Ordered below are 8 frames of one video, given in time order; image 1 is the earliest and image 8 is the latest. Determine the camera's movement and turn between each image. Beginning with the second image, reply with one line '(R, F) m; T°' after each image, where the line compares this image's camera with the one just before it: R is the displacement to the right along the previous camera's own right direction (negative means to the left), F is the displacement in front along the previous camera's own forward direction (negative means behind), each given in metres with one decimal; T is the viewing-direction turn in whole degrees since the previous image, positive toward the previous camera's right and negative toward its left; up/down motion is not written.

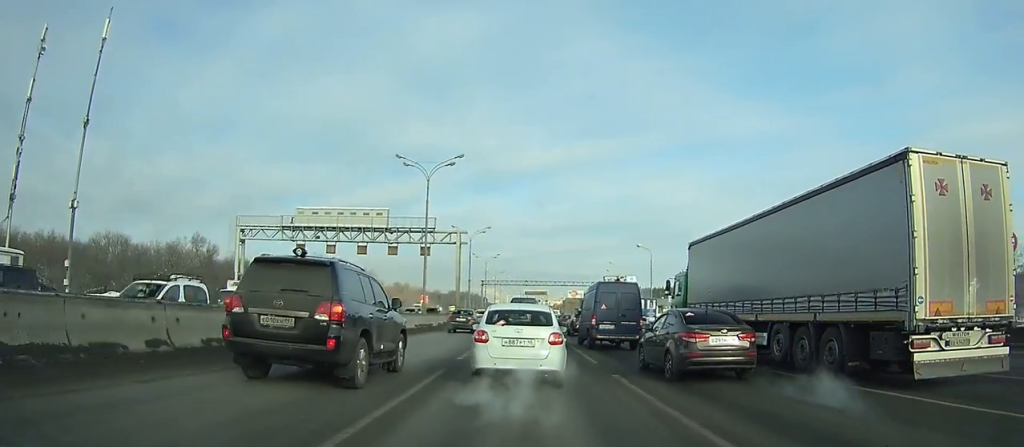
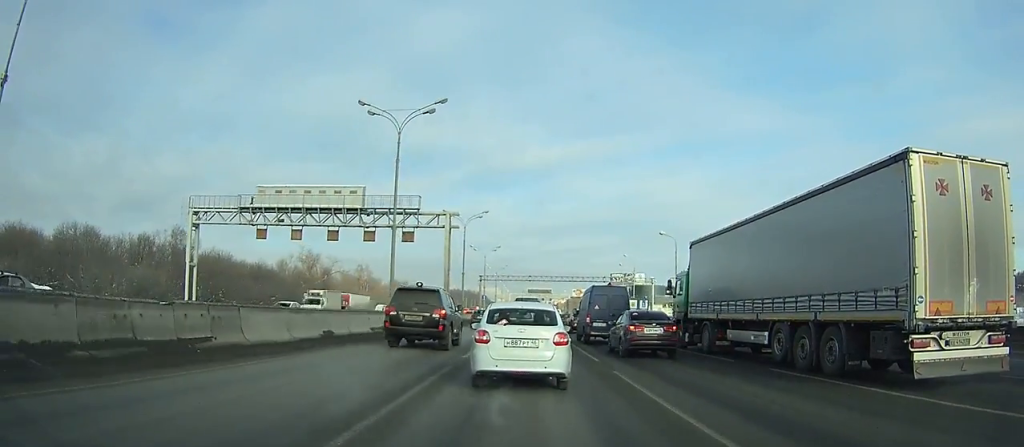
(+0.1, +9.6) m; +1°
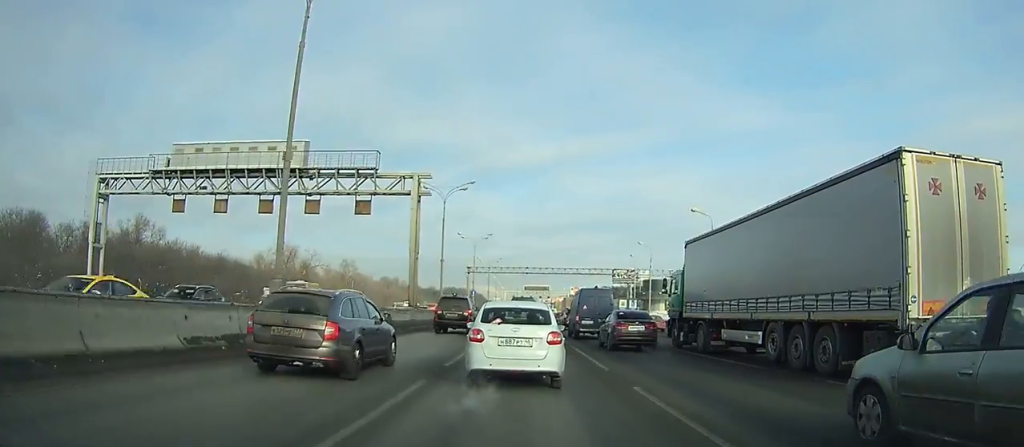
(0.0, +12.7) m; +1°
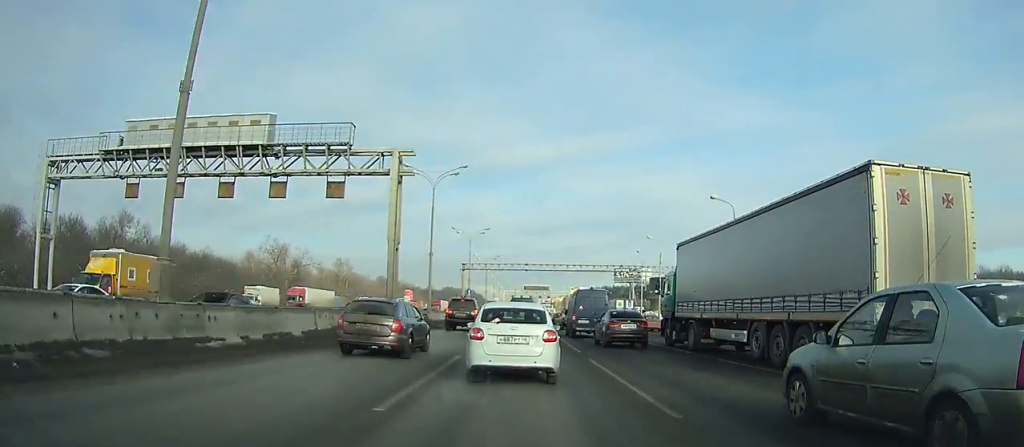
(0.0, +5.6) m; 0°
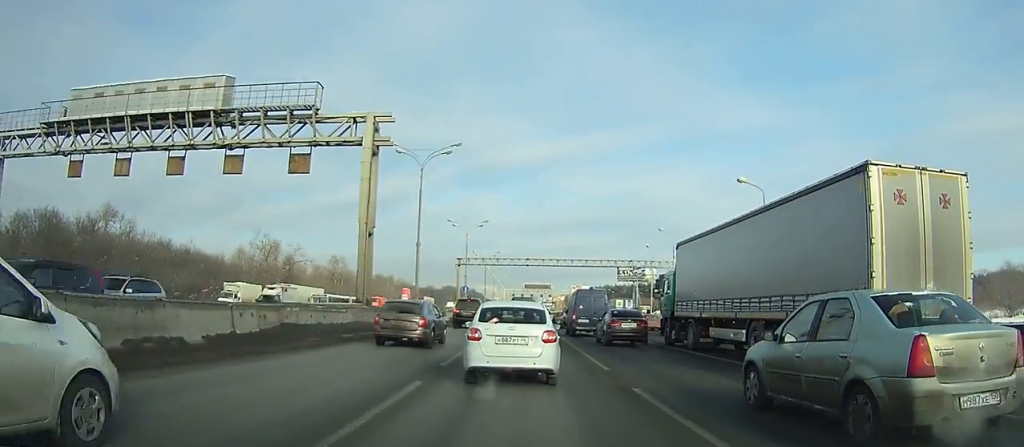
(+0.1, +5.4) m; 0°
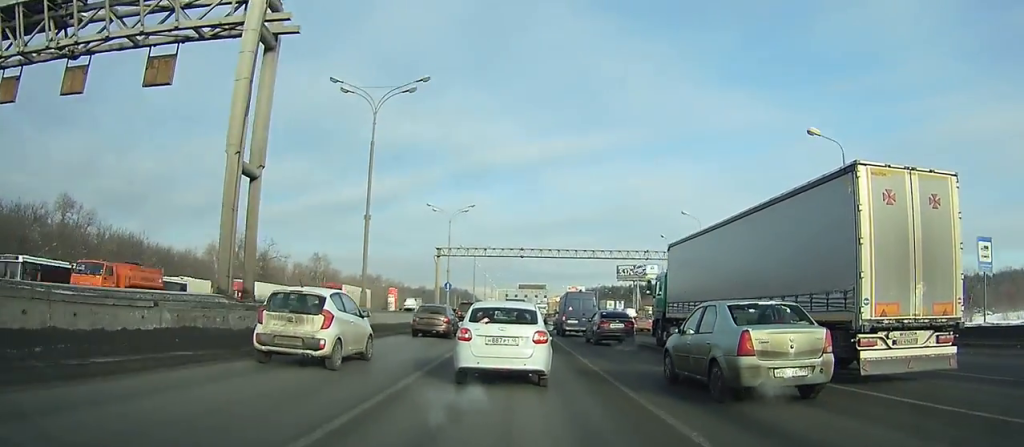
(0.0, +11.5) m; -1°
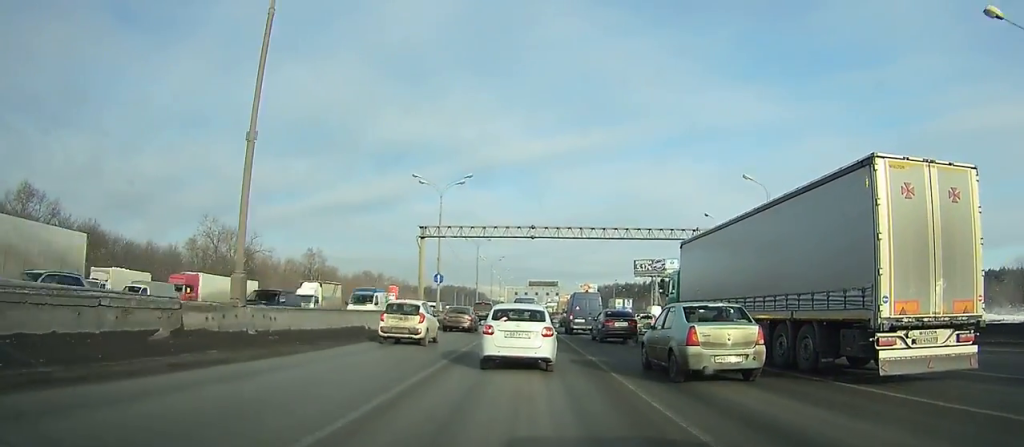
(-0.2, +13.3) m; 0°
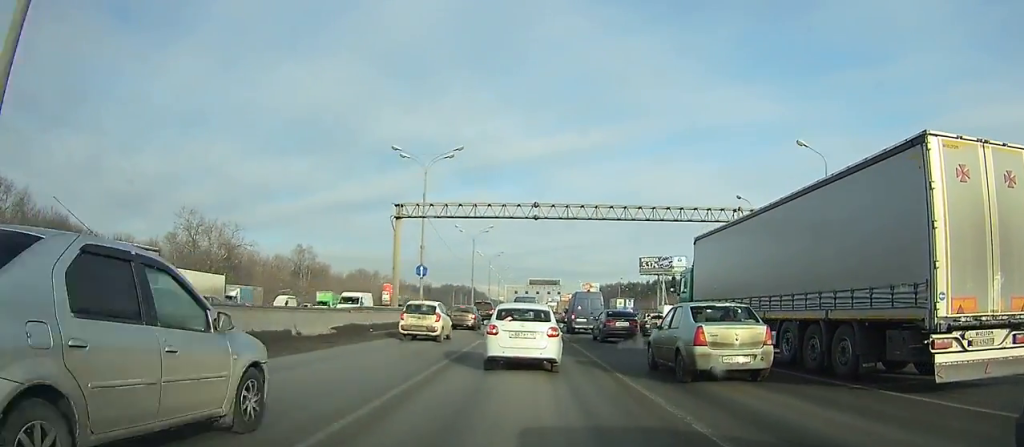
(-0.1, +7.2) m; 0°
